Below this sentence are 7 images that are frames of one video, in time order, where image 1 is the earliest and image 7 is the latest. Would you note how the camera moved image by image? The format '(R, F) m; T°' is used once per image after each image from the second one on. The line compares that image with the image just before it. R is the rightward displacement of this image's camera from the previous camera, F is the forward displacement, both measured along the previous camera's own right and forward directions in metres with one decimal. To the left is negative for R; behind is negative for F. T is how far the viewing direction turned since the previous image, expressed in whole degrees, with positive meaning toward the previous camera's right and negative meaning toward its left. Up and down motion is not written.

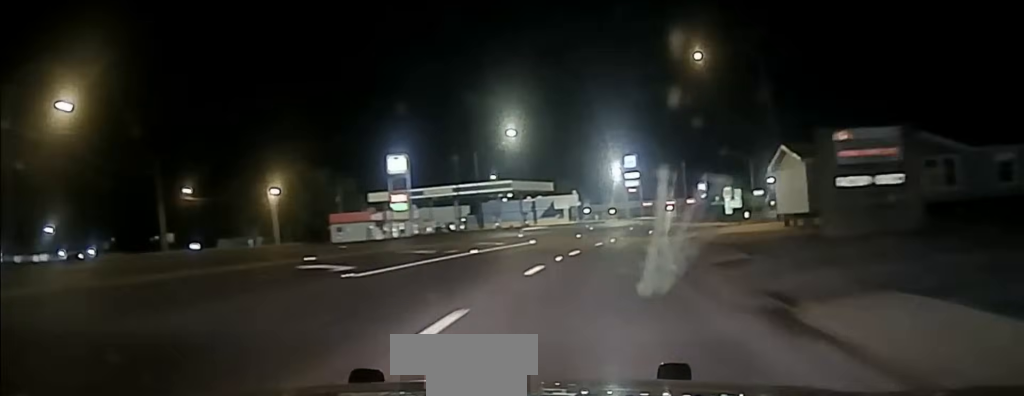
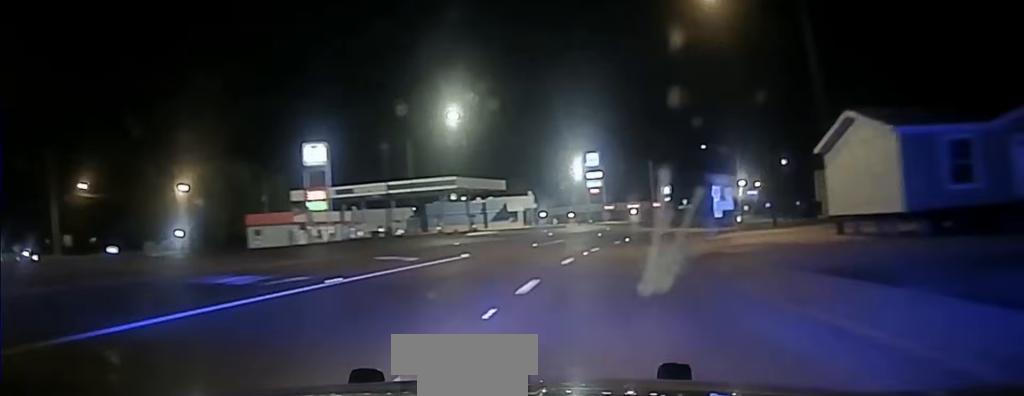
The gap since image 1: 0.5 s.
(+0.2, +17.0) m; +3°
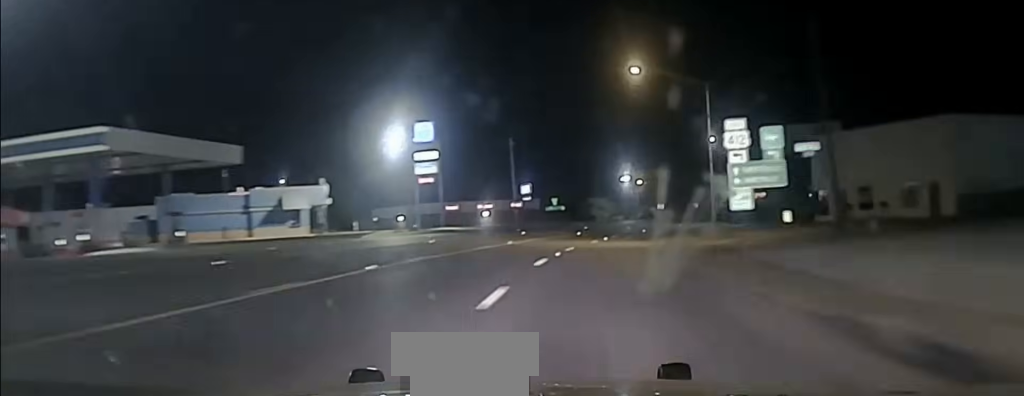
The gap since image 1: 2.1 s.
(+4.0, +47.6) m; +9°
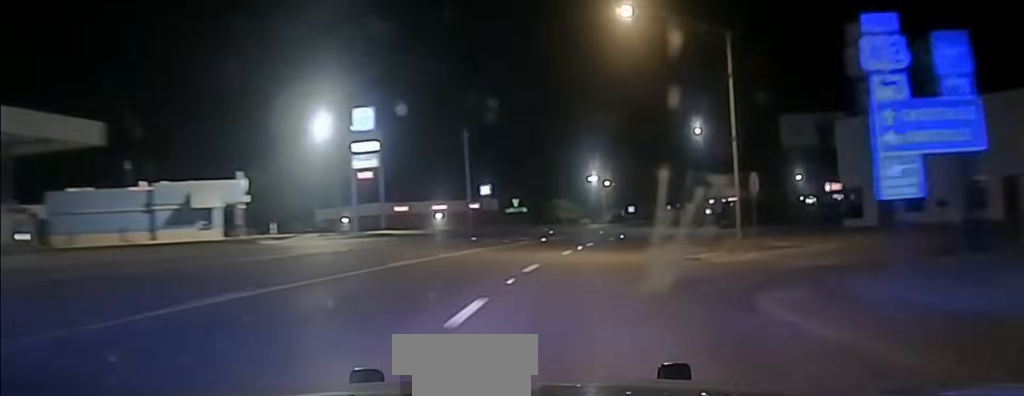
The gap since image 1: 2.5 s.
(+0.2, +11.8) m; +2°
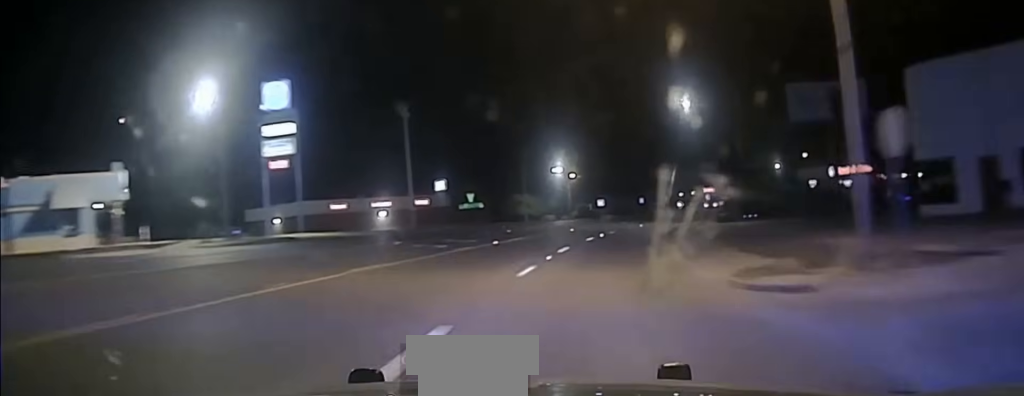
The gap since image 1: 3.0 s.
(+0.3, +13.7) m; +3°
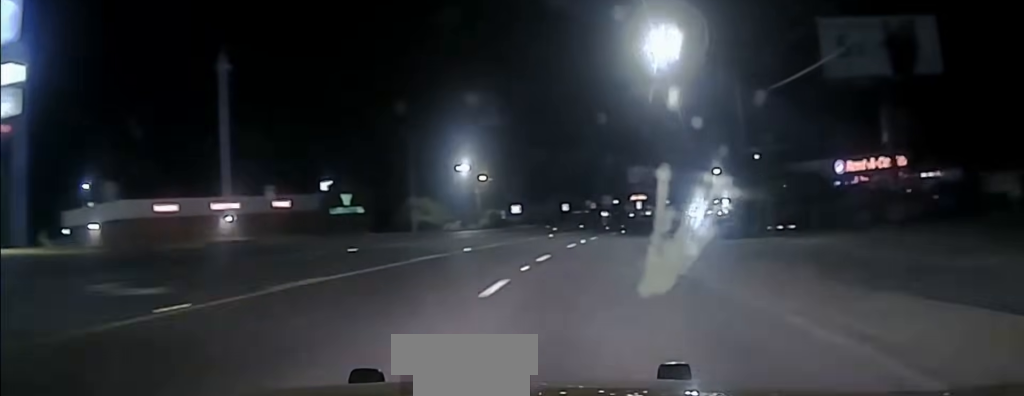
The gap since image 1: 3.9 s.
(+1.1, +26.0) m; +5°
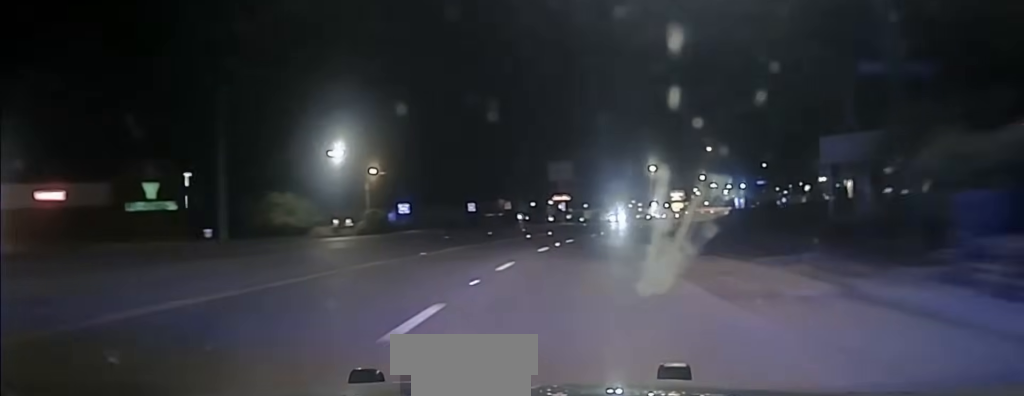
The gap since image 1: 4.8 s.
(+1.3, +28.7) m; +5°
